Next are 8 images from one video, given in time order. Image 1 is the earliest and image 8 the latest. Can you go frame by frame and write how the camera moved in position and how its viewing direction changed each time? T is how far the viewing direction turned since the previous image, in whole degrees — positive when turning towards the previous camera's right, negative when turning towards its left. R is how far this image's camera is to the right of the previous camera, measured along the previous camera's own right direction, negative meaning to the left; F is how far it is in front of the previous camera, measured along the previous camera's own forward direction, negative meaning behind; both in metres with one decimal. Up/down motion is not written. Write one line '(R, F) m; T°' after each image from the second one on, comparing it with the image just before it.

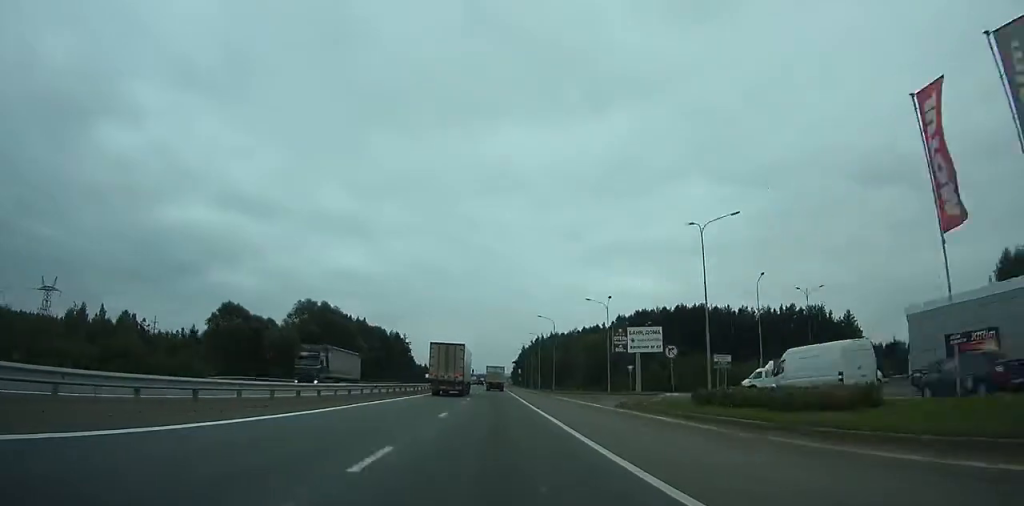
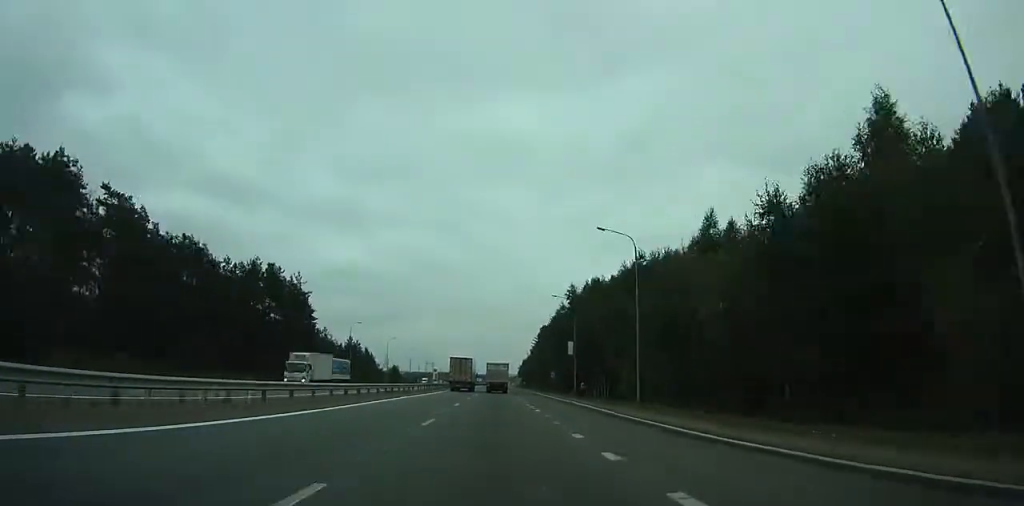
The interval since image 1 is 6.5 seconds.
(+4.5, +123.7) m; +5°
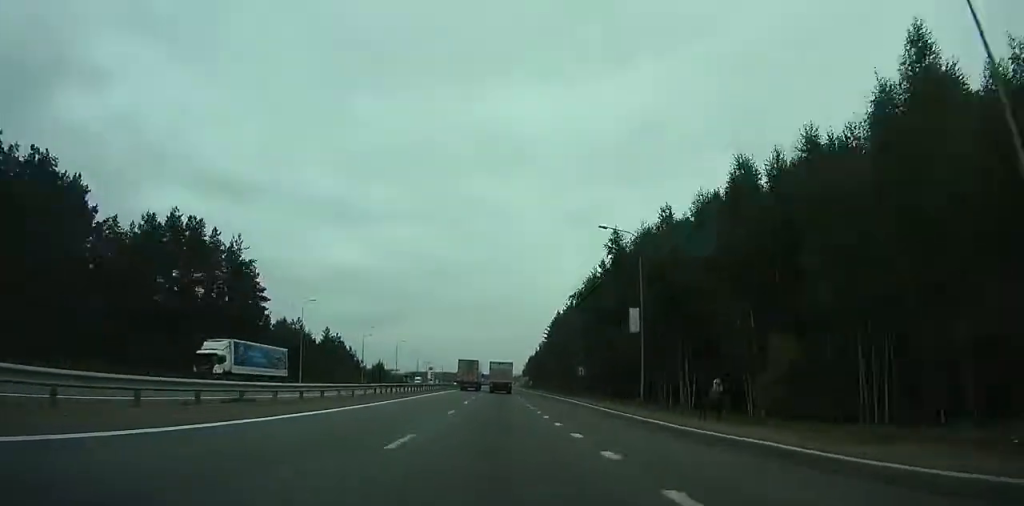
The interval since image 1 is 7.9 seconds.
(+5.3, +22.2) m; -3°
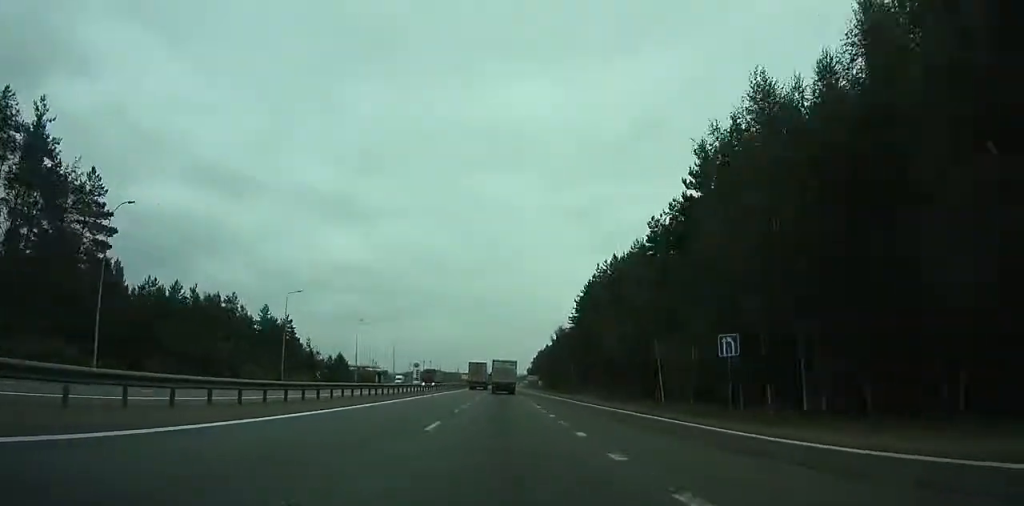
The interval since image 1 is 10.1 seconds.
(-6.8, +45.5) m; -4°
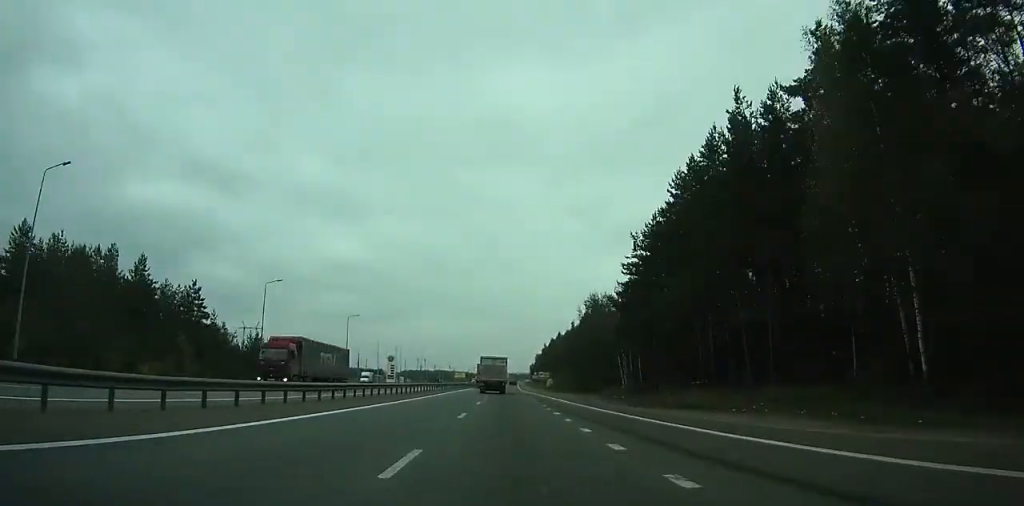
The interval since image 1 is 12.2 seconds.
(-3.4, +46.9) m; -2°
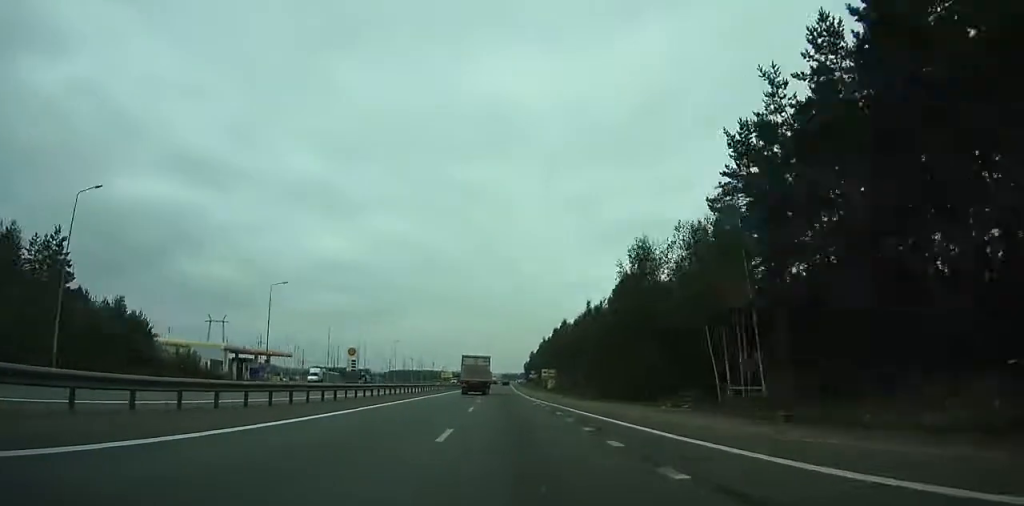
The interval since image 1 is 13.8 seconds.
(+3.8, +35.3) m; +2°
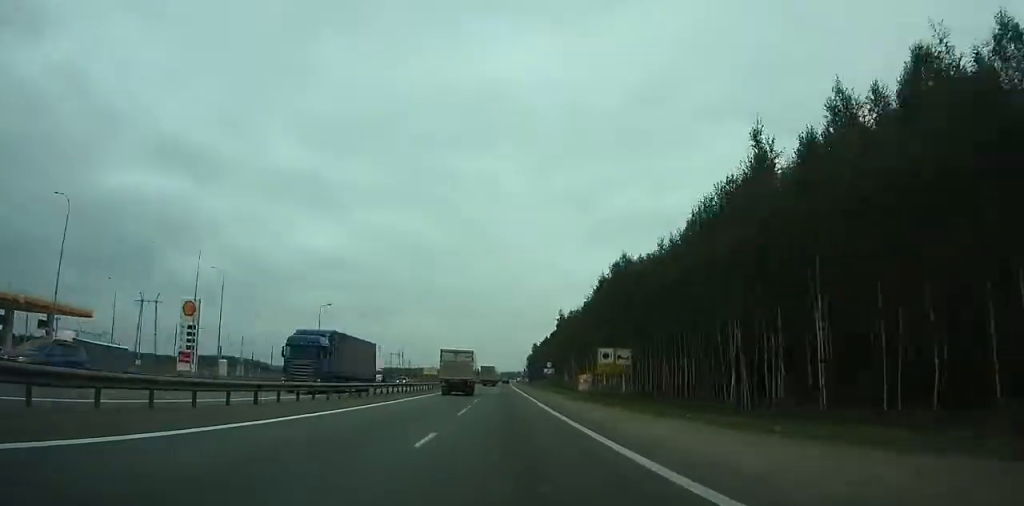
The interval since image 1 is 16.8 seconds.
(-1.7, +66.9) m; 0°
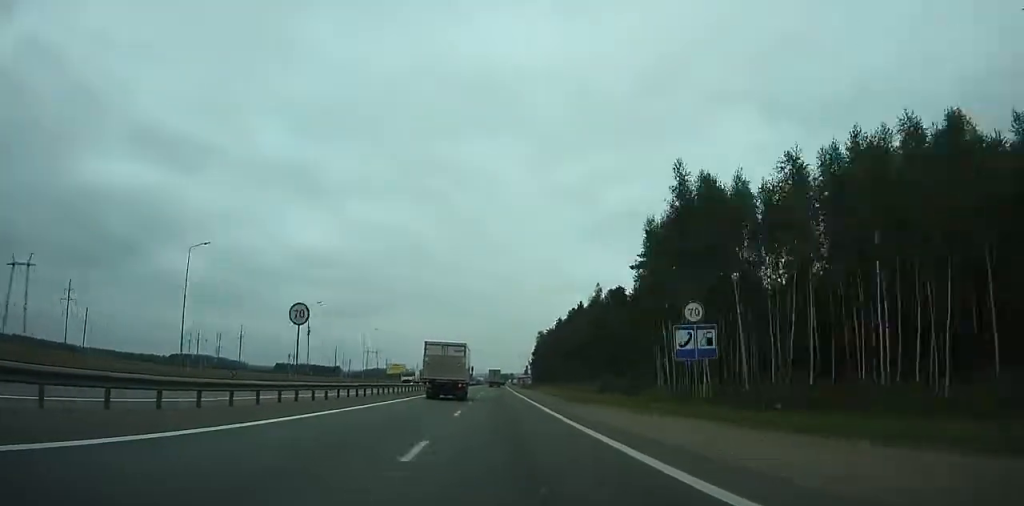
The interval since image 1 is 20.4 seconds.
(+2.5, +77.8) m; +3°
